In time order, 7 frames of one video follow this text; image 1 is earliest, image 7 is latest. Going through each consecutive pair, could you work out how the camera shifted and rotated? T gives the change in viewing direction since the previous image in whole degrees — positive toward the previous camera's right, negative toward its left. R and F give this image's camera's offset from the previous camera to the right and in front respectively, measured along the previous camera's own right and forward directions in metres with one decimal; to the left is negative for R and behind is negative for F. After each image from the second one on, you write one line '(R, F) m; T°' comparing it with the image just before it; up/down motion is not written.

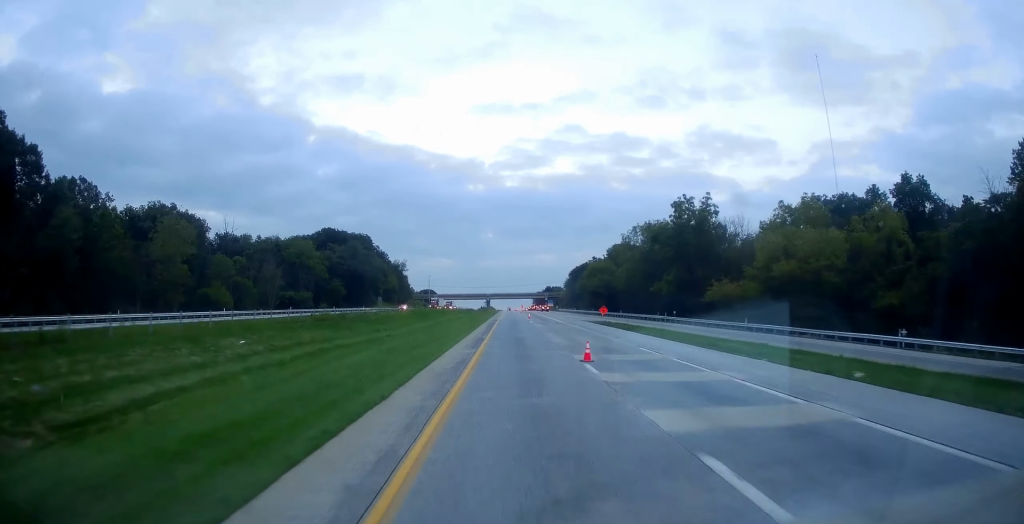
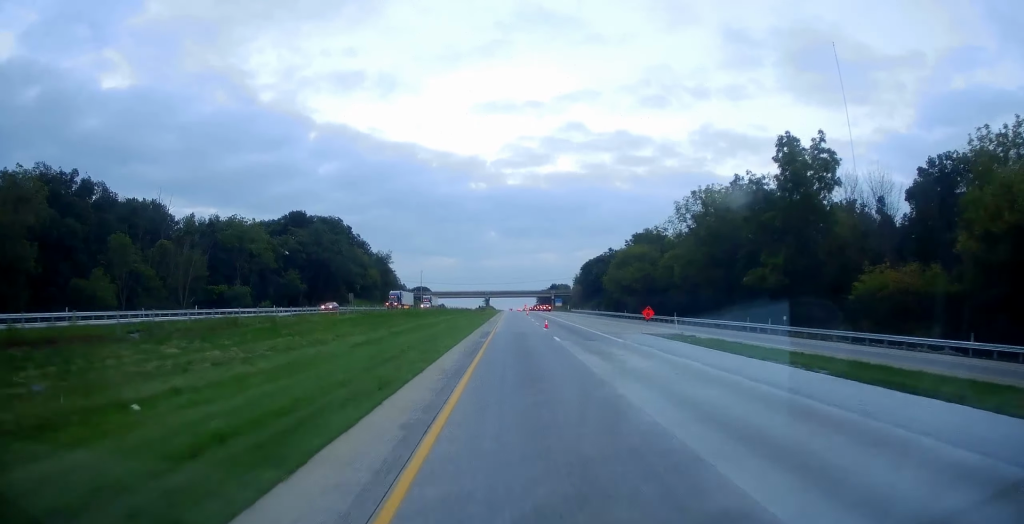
(-0.2, +32.9) m; 0°
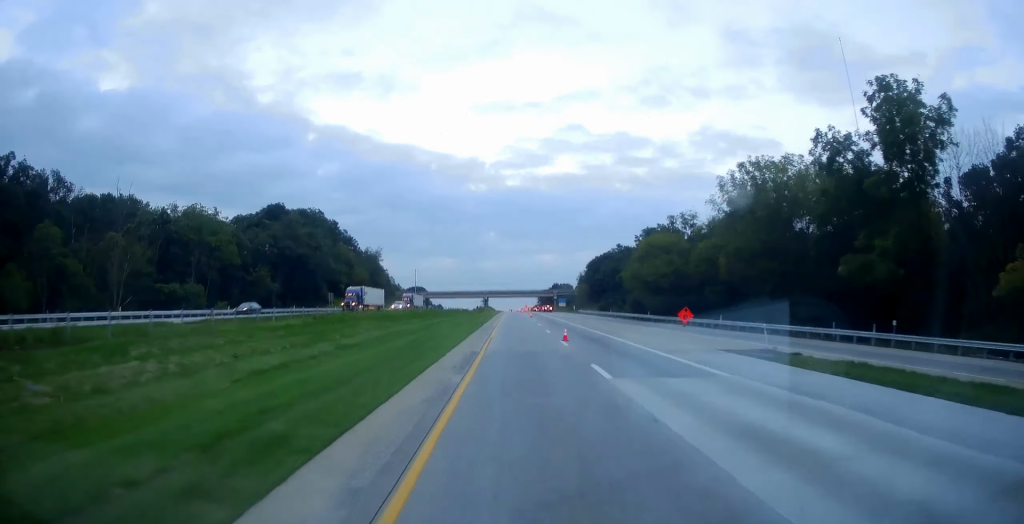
(+0.2, +15.6) m; 0°
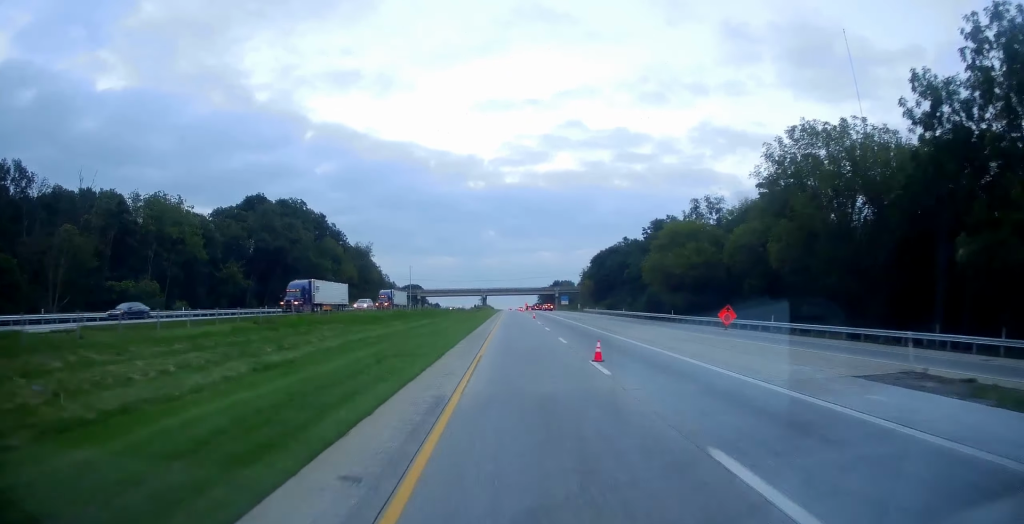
(0.0, +11.5) m; 0°
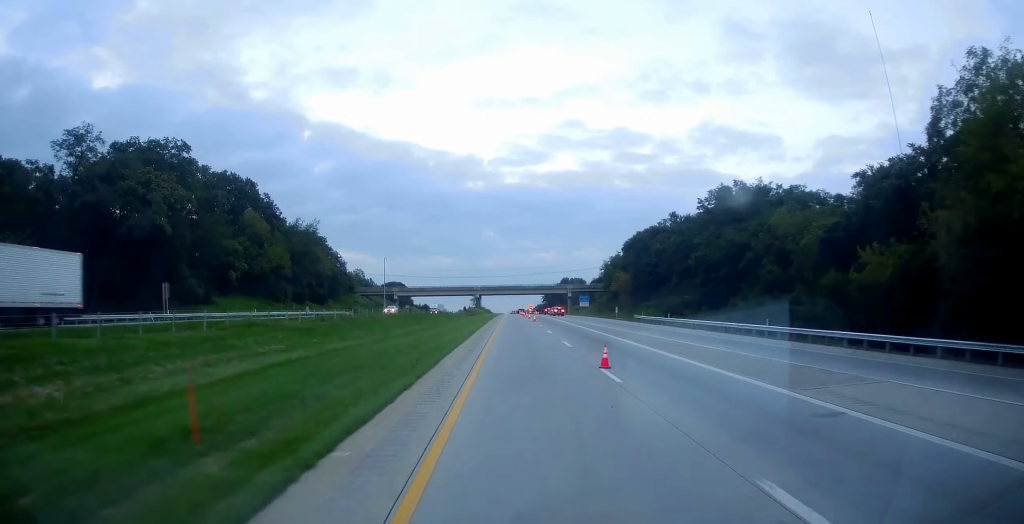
(-0.4, +50.1) m; 0°
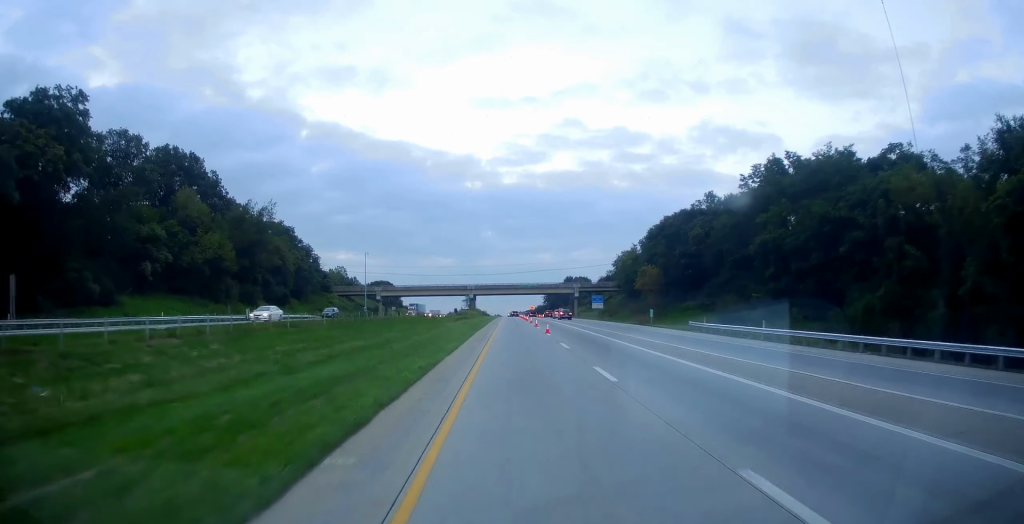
(0.0, +23.9) m; 0°
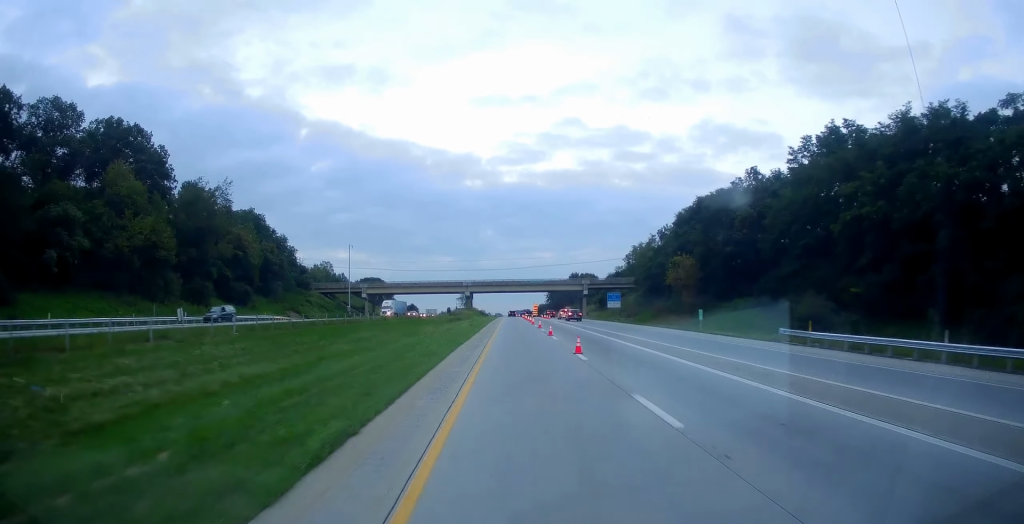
(-0.1, +18.1) m; 0°
